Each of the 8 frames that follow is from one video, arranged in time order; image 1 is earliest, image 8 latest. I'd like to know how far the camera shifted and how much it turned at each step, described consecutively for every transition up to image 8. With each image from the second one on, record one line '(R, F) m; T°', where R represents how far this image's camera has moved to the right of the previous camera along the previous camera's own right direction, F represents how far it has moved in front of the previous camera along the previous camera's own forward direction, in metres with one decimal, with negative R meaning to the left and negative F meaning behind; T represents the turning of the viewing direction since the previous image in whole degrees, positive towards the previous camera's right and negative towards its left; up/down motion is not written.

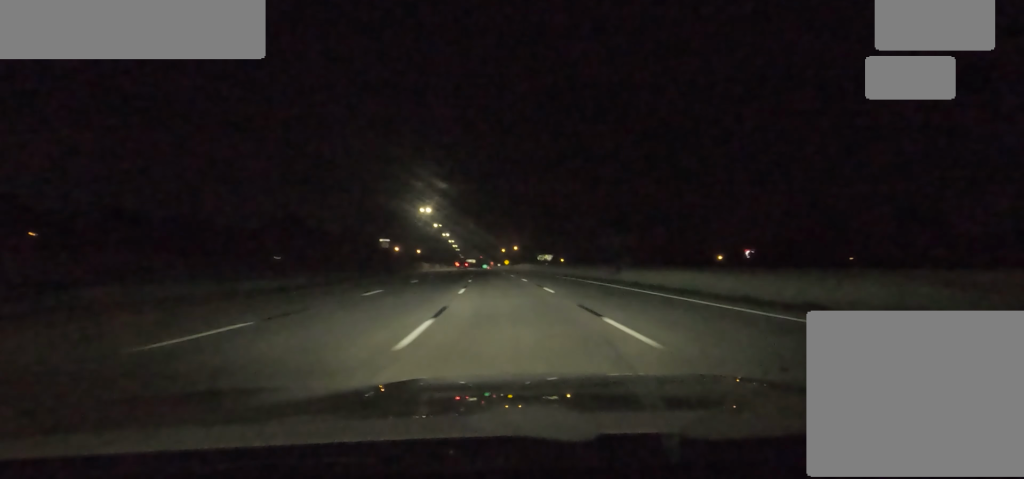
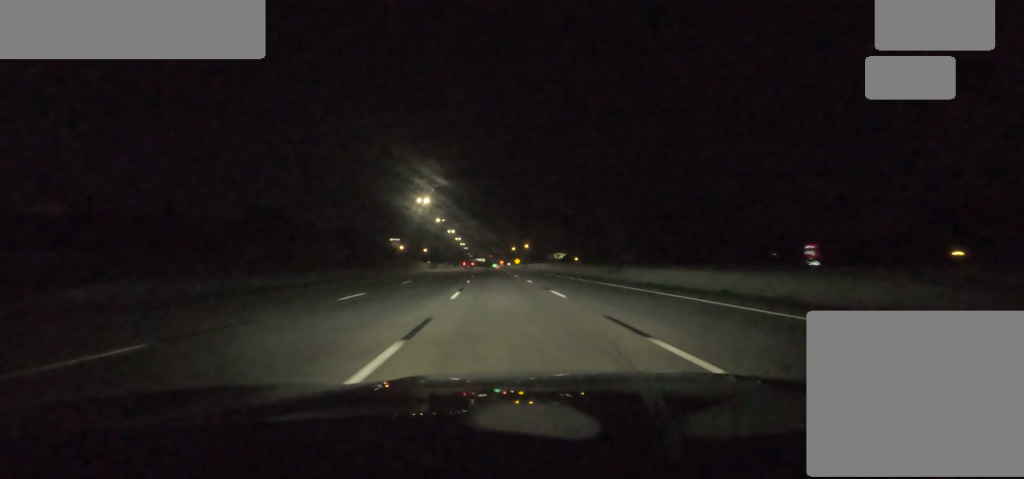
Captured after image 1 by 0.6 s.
(-0.6, +16.8) m; -2°
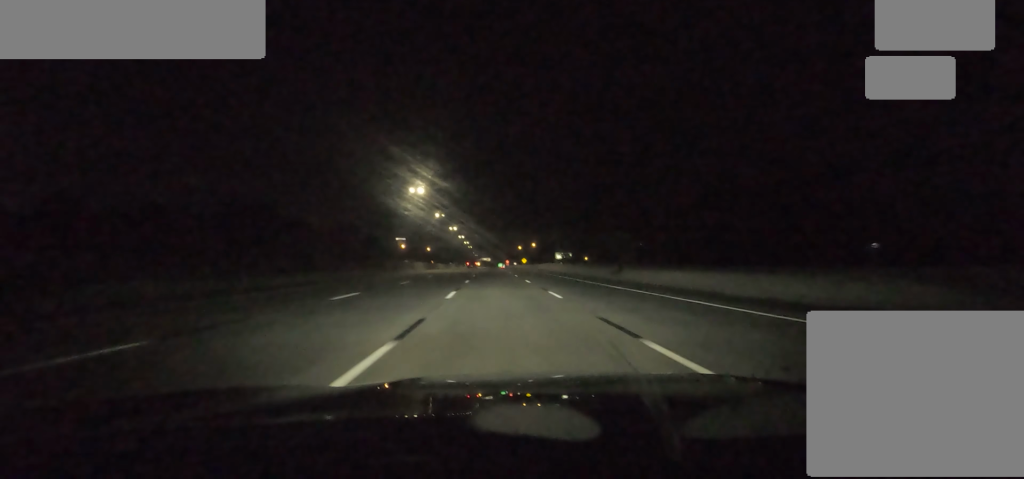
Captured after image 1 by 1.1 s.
(0.0, +14.0) m; 0°
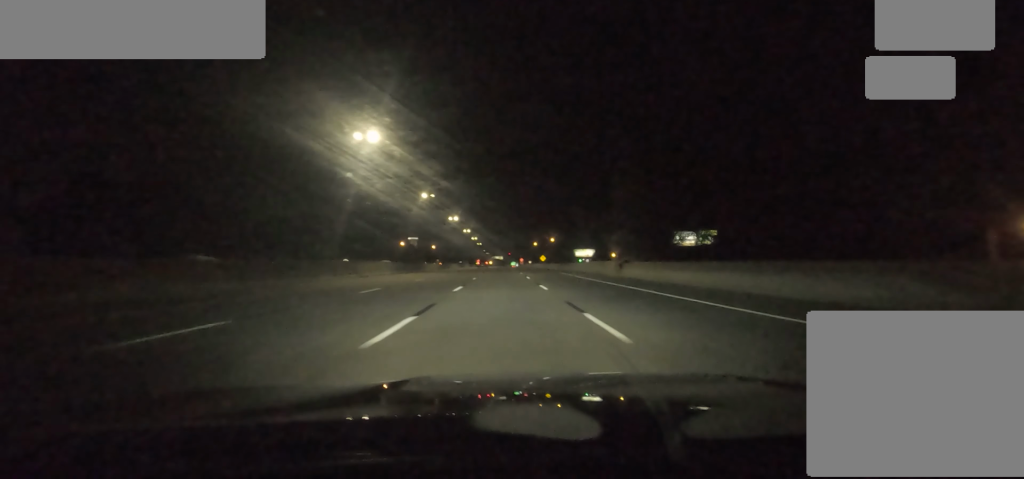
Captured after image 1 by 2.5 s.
(0.0, +36.6) m; 0°
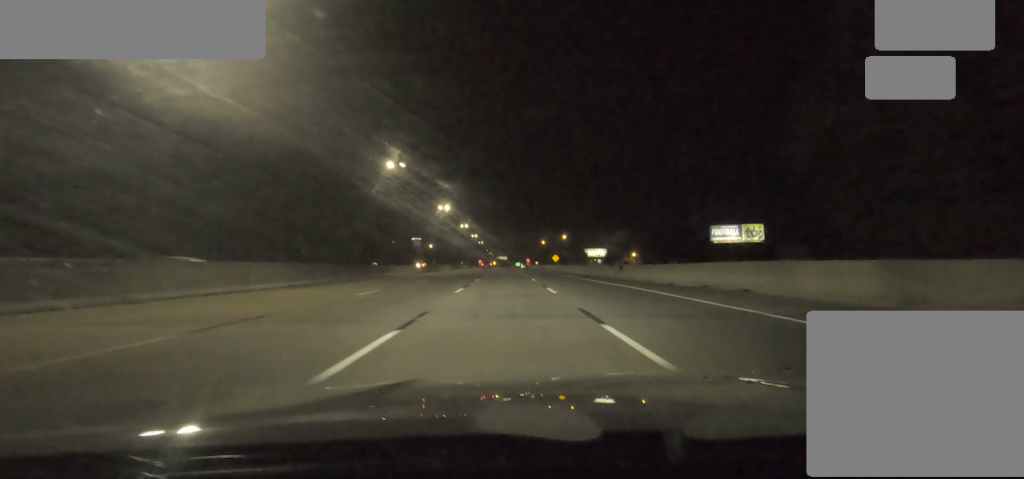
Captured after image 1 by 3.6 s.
(0.0, +28.8) m; 0°
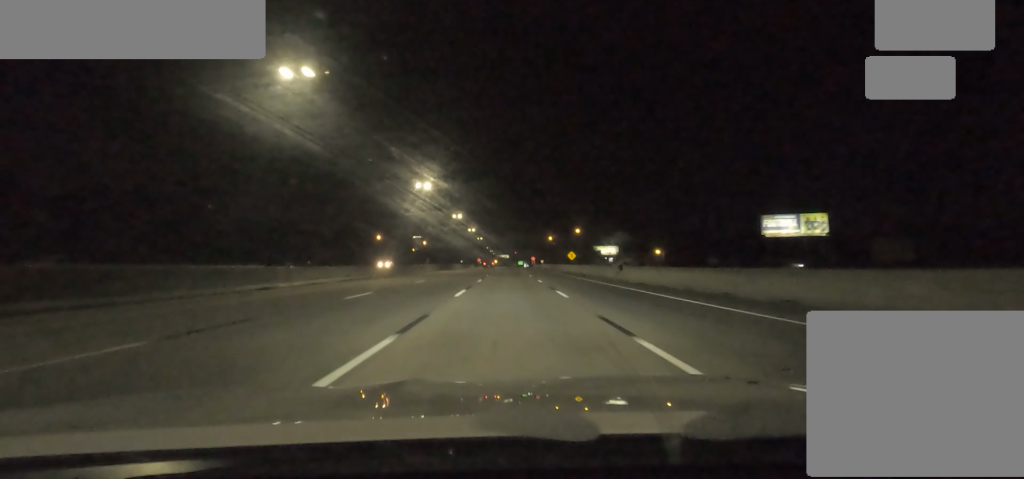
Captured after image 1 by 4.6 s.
(0.0, +29.8) m; 0°
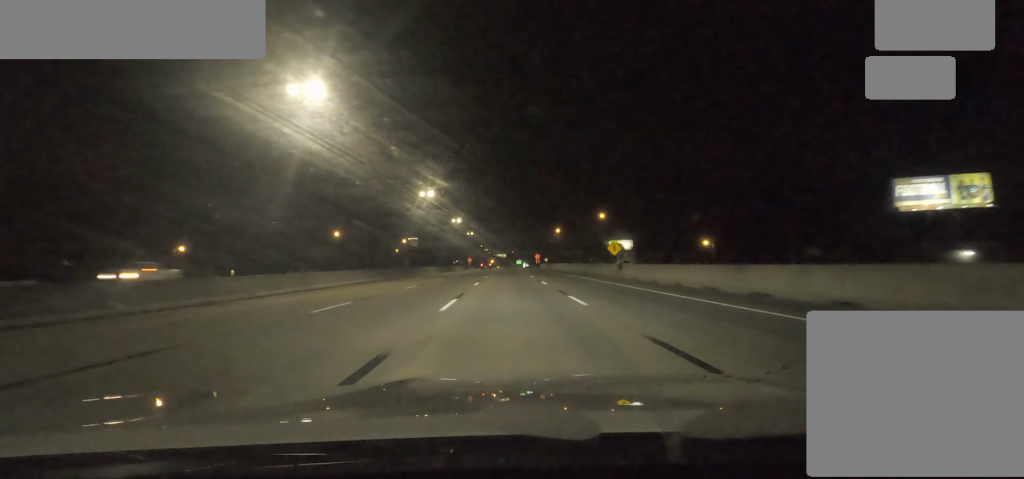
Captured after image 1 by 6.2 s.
(0.0, +44.5) m; 0°
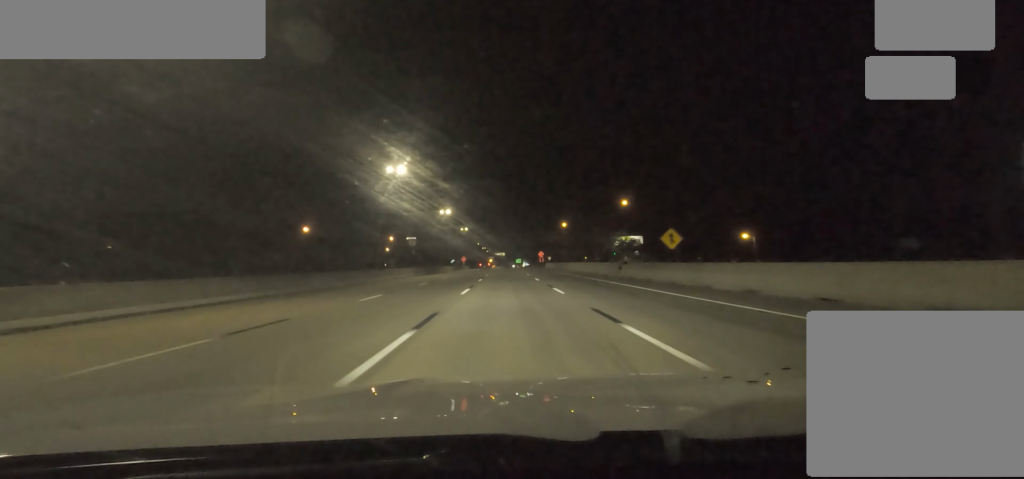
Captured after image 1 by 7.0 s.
(0.0, +21.9) m; 0°
